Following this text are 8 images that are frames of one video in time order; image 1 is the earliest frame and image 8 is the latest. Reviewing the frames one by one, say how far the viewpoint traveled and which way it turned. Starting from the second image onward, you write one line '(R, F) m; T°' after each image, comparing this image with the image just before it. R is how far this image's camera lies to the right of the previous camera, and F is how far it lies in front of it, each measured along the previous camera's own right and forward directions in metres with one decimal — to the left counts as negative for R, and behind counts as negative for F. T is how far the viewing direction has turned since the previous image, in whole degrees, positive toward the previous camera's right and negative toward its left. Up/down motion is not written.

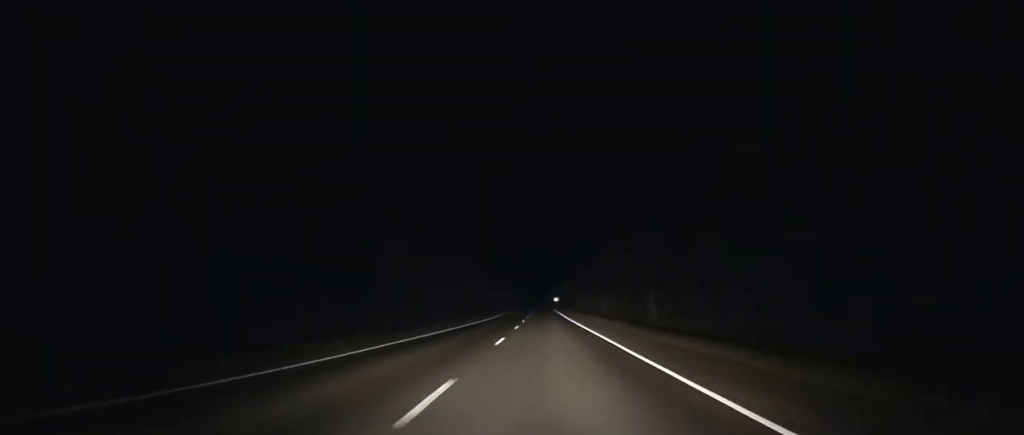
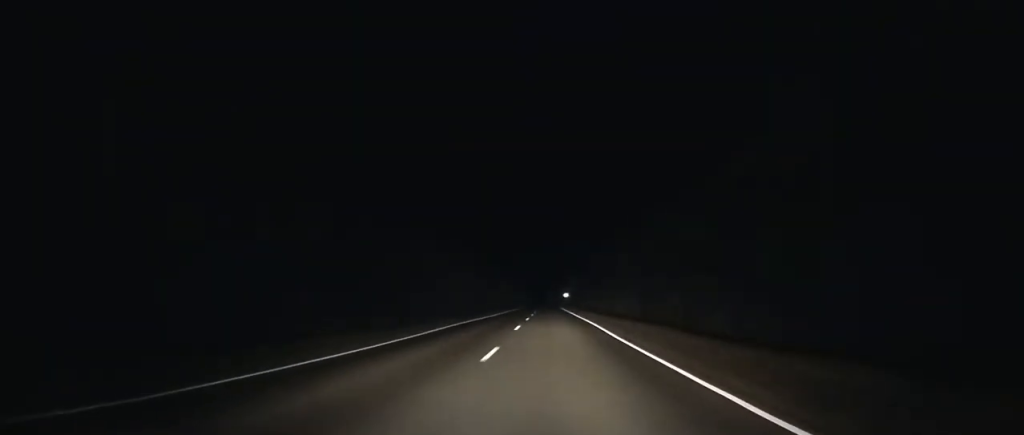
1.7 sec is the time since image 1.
(-0.1, +52.9) m; 0°
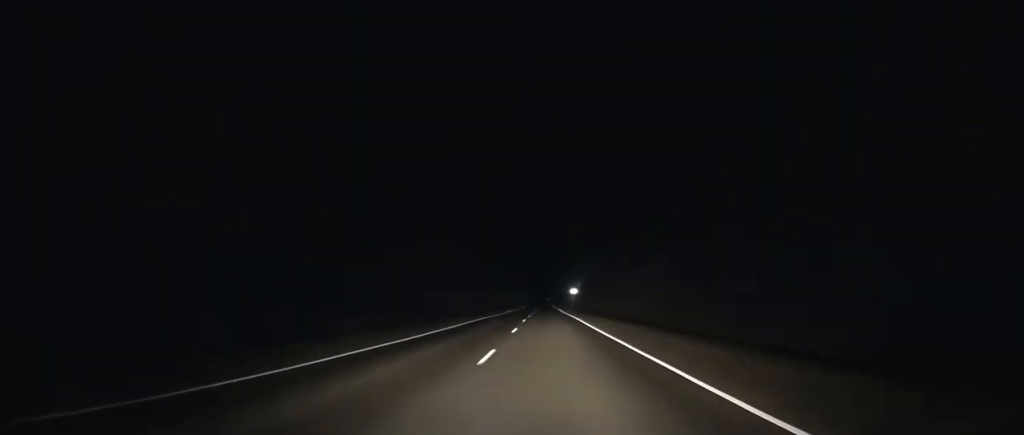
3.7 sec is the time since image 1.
(+0.1, +62.3) m; 0°
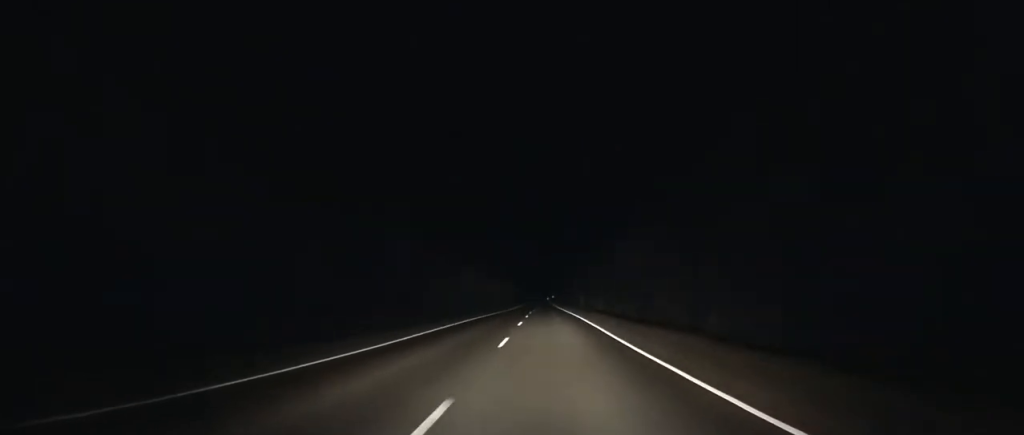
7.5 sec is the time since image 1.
(-0.1, +116.3) m; 0°
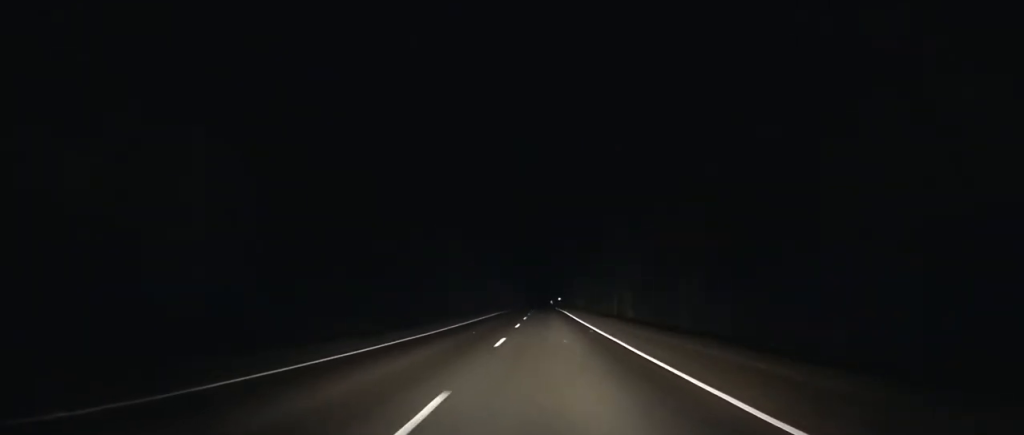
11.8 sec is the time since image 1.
(+0.2, +128.0) m; 0°
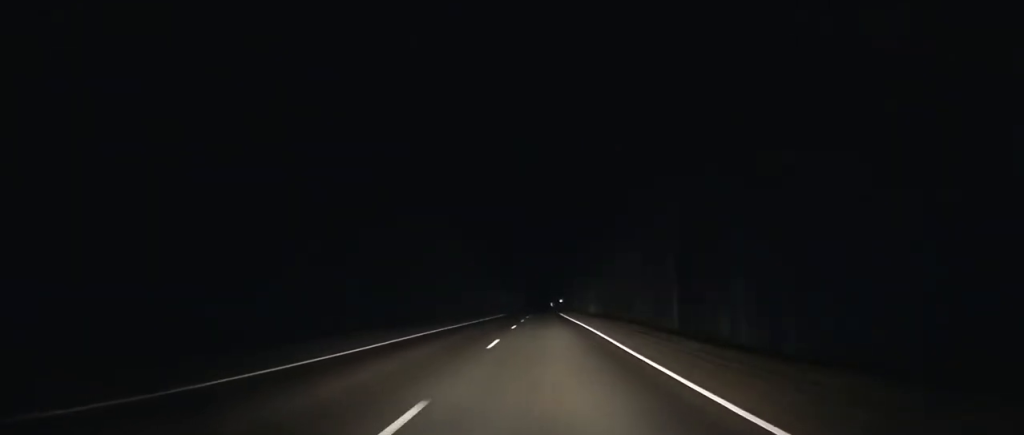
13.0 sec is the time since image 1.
(-0.1, +35.7) m; 0°
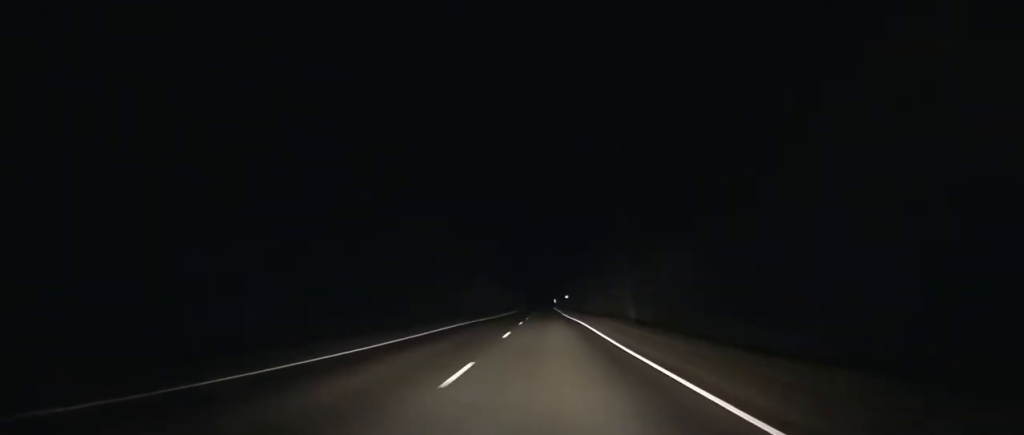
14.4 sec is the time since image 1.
(0.0, +43.2) m; 0°
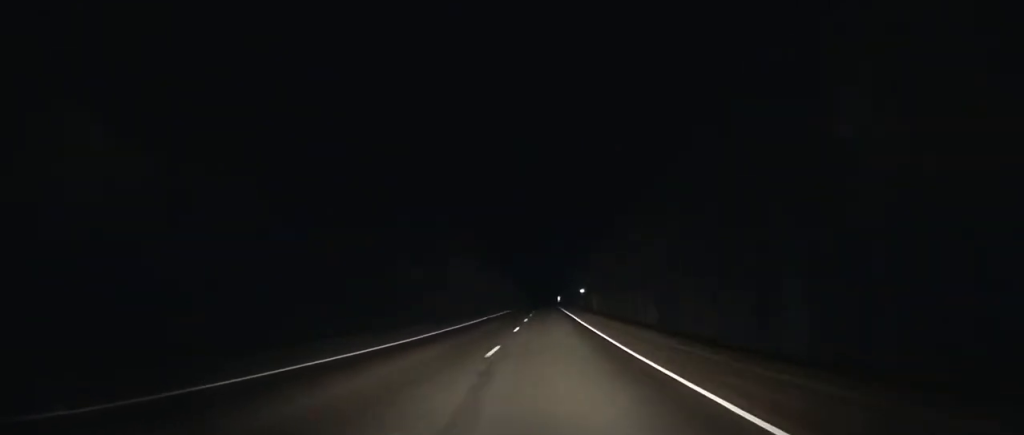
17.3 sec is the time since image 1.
(0.0, +91.1) m; 0°
